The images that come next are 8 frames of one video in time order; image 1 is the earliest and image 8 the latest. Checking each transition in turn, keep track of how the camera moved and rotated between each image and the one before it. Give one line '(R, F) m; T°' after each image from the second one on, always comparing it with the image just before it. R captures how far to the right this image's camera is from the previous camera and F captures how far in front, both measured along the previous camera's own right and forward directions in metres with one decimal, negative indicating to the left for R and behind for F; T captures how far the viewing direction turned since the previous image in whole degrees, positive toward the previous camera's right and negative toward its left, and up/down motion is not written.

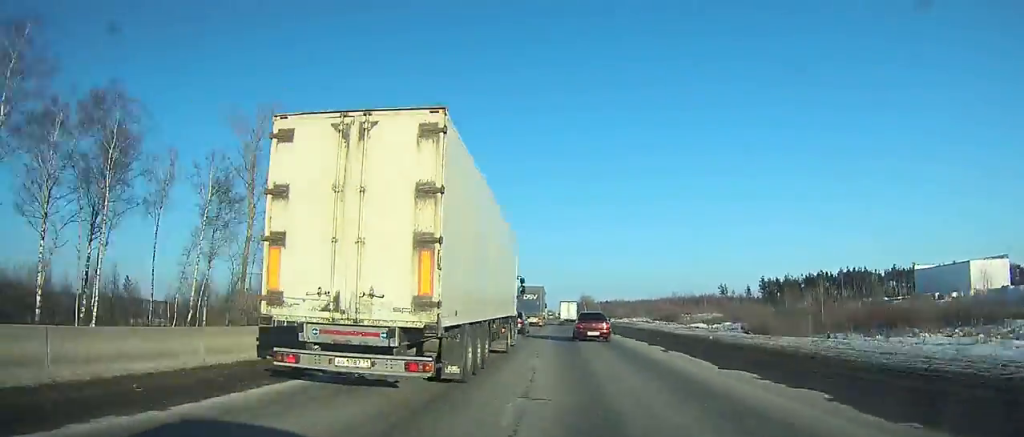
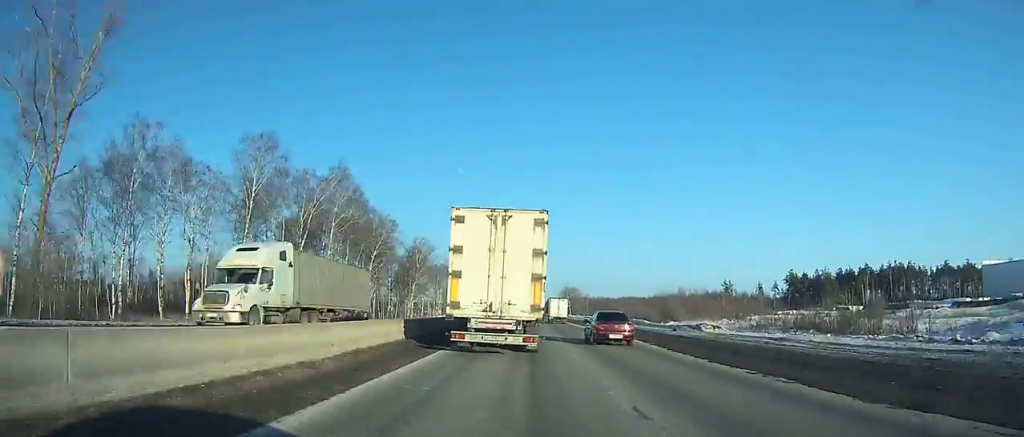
(+0.5, +77.4) m; +1°
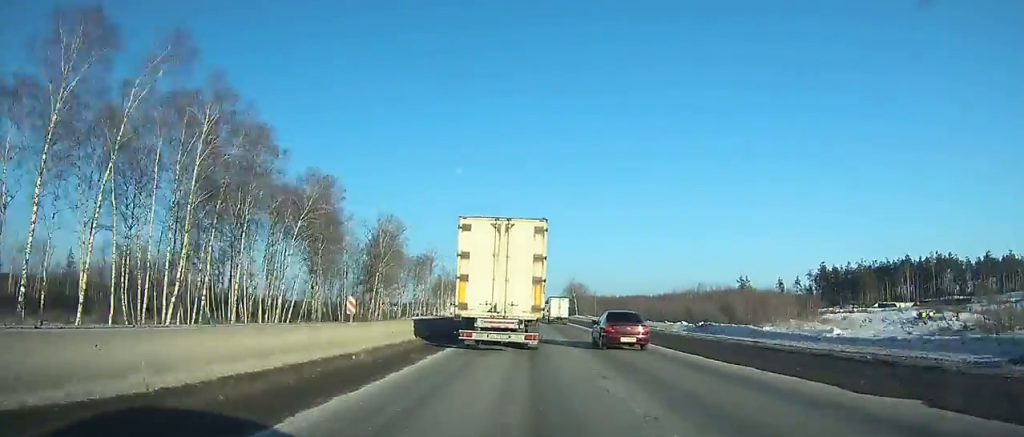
(+0.2, +32.3) m; 0°
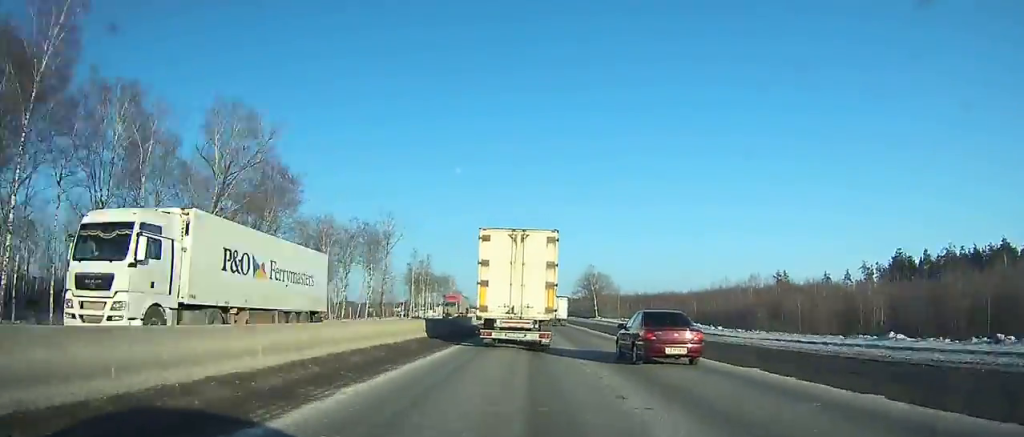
(+0.4, +54.9) m; 0°
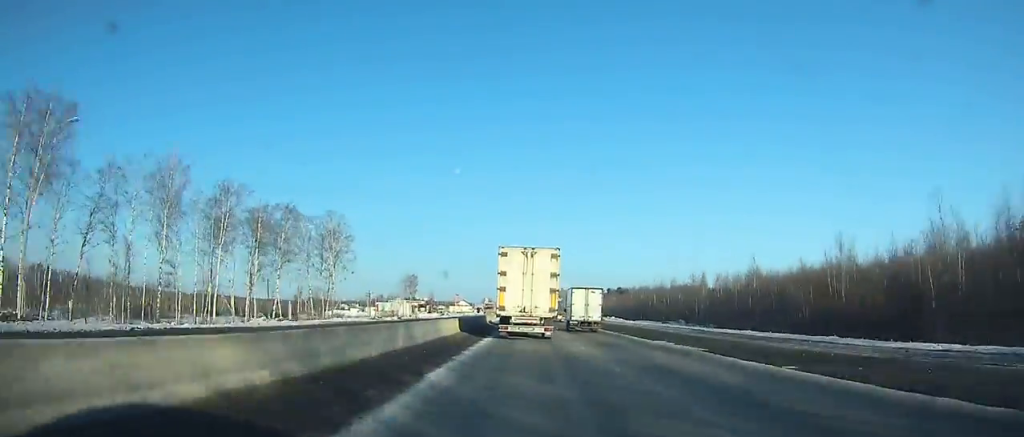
(-0.6, +151.0) m; 0°
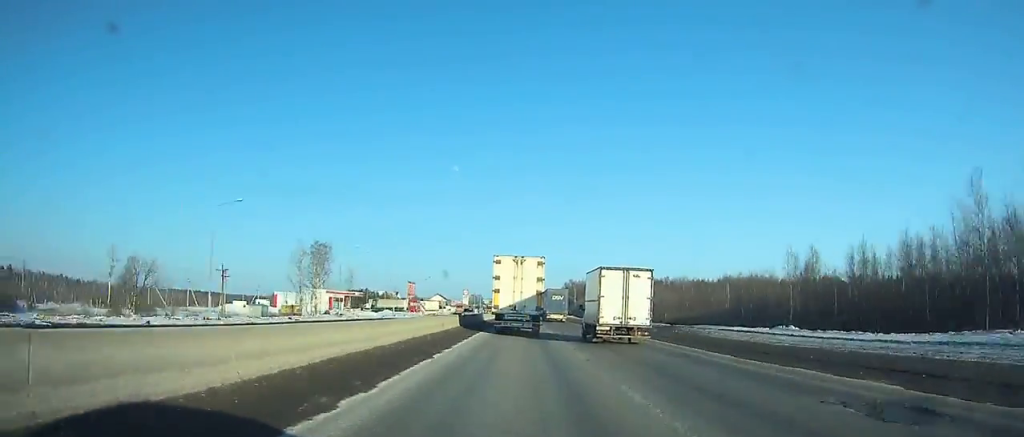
(+0.1, +85.3) m; 0°
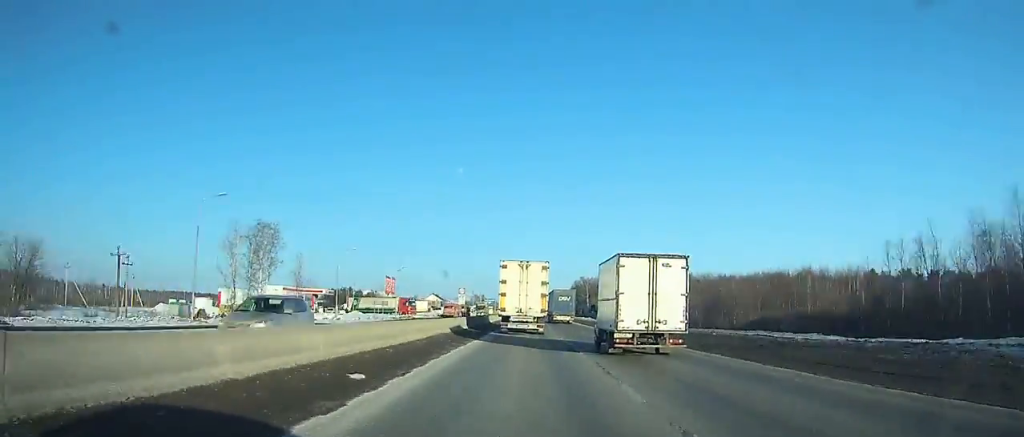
(0.0, +27.2) m; 0°
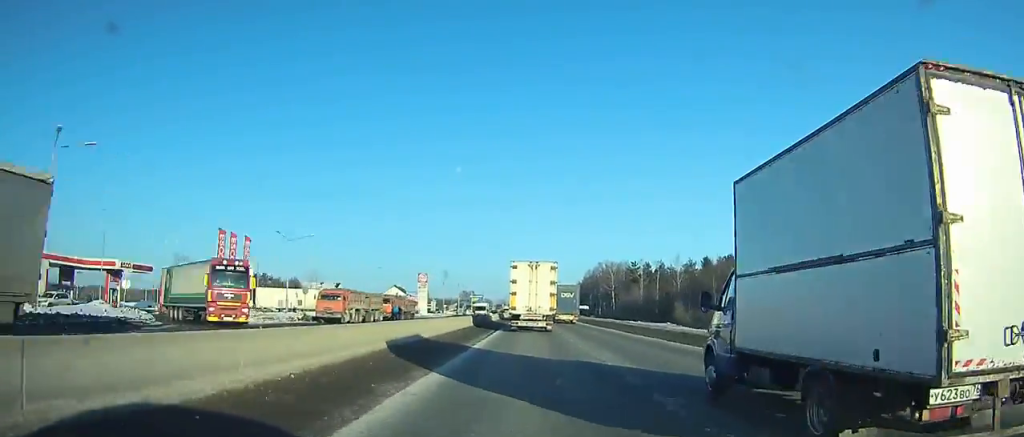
(-0.1, +66.7) m; 0°
